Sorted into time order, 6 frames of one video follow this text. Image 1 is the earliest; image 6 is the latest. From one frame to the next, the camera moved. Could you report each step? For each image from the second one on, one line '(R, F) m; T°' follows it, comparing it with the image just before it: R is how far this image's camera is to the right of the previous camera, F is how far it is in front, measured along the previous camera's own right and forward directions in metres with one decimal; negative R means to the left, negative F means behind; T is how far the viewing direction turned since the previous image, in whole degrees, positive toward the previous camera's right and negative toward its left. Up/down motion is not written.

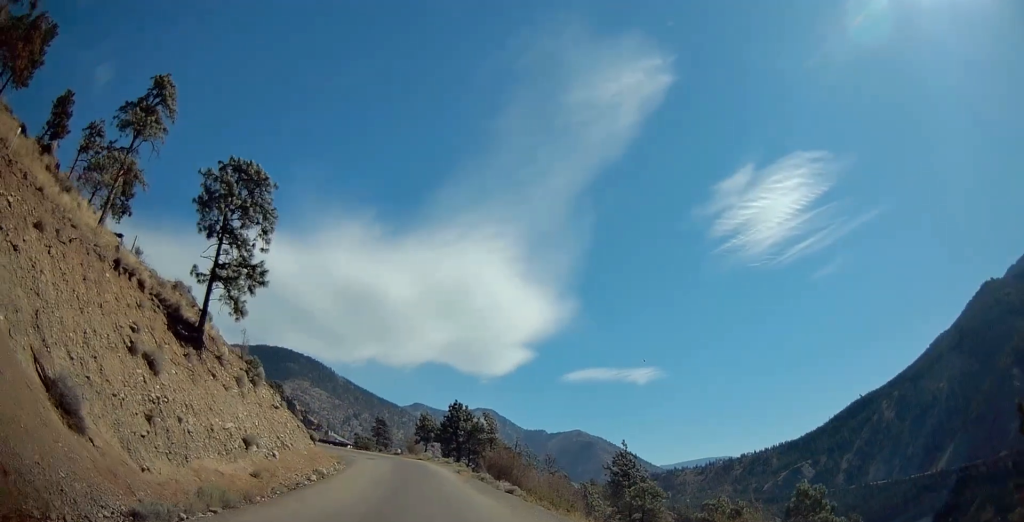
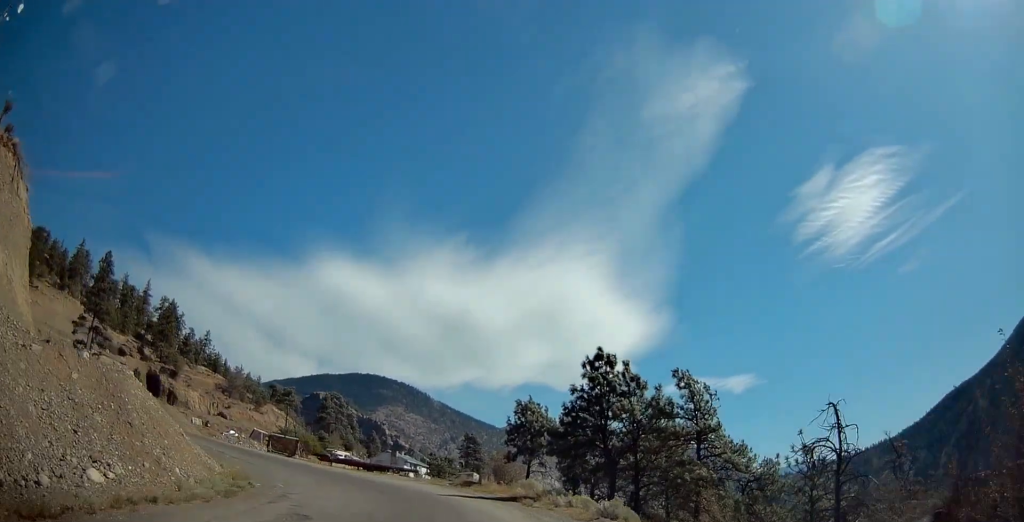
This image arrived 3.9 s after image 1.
(-4.8, +40.7) m; -12°
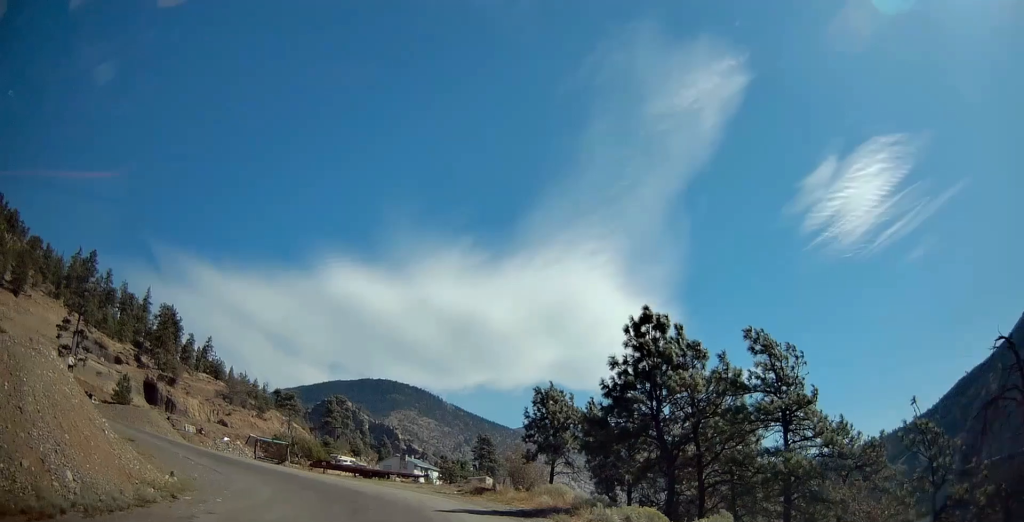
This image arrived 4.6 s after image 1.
(-0.1, +7.1) m; -1°
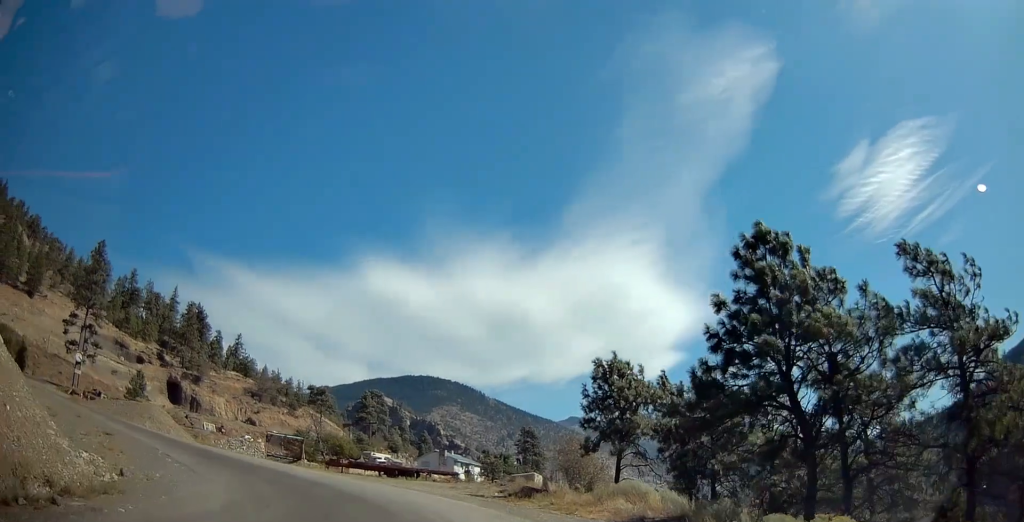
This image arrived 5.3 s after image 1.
(+0.3, +7.3) m; -2°
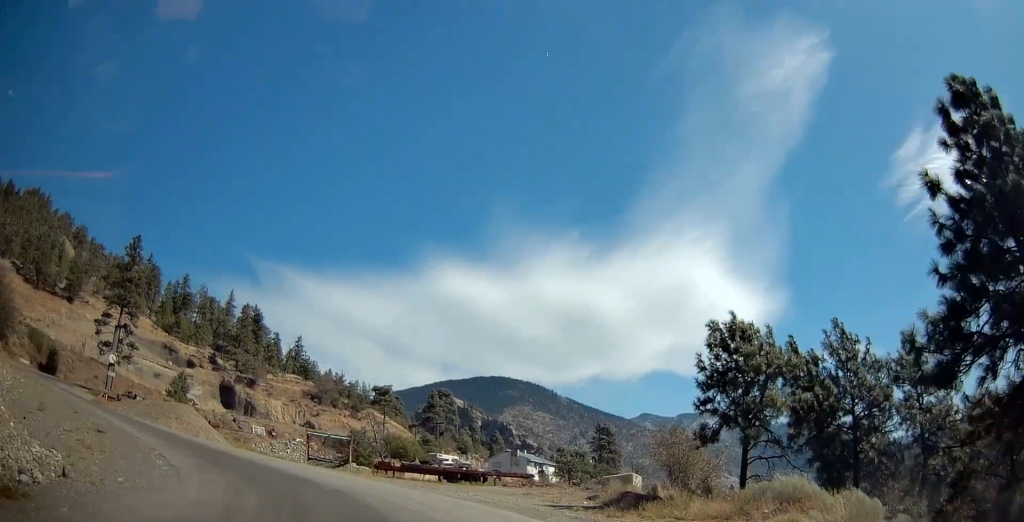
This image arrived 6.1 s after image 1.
(-0.5, +6.9) m; -5°
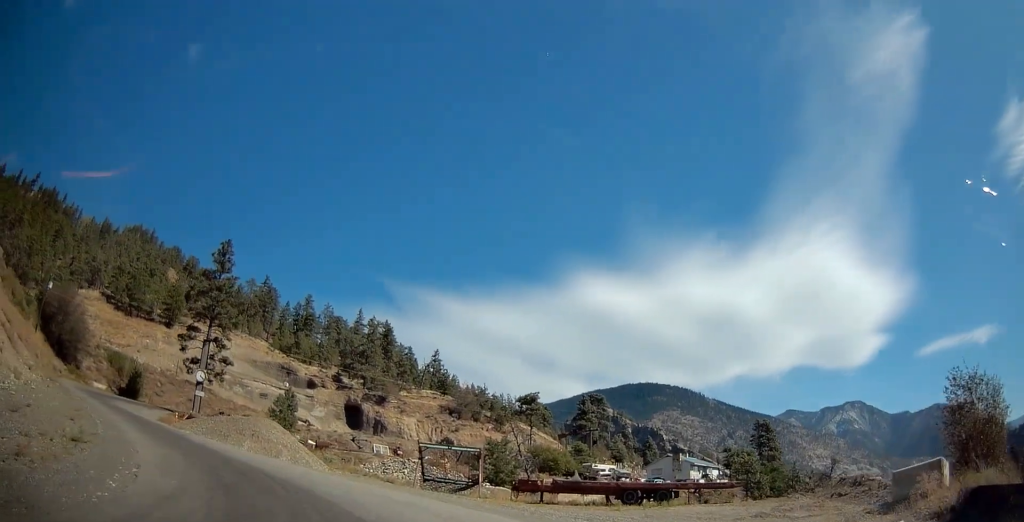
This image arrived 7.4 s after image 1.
(-0.8, +11.4) m; -13°
